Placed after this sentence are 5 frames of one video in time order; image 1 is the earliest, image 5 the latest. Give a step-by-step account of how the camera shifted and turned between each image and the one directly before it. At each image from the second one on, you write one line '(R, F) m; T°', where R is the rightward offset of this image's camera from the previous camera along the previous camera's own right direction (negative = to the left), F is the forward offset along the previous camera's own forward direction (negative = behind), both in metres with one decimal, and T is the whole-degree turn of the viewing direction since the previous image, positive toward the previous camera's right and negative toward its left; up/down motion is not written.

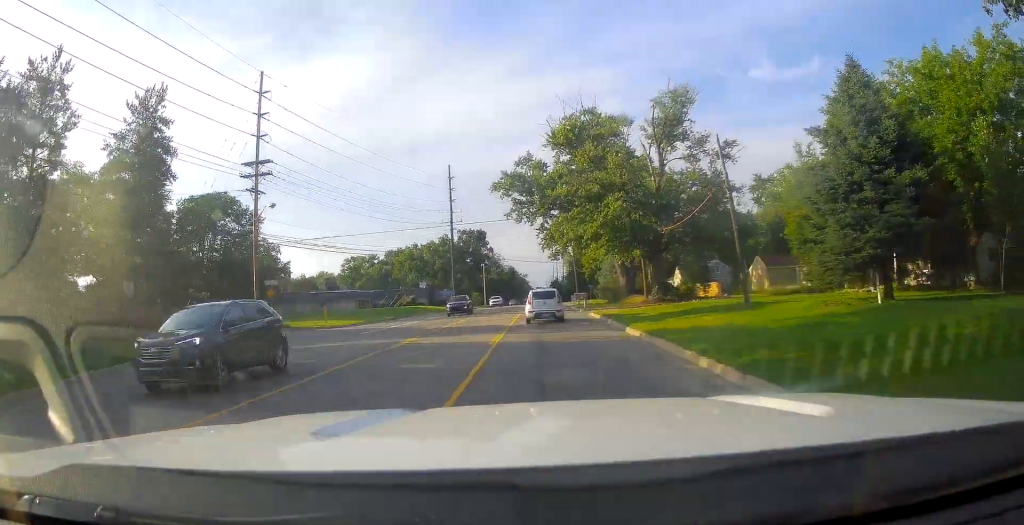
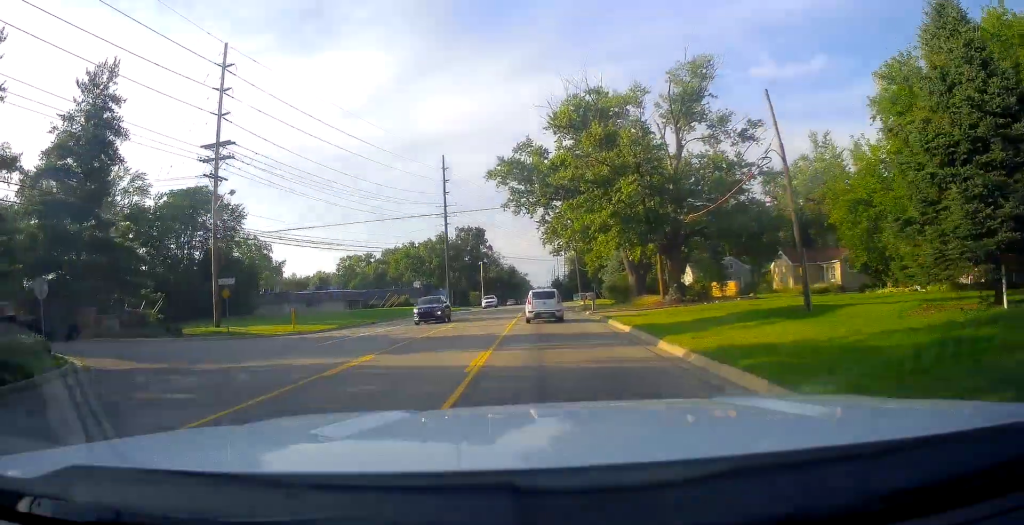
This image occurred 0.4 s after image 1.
(0.0, +6.0) m; 0°
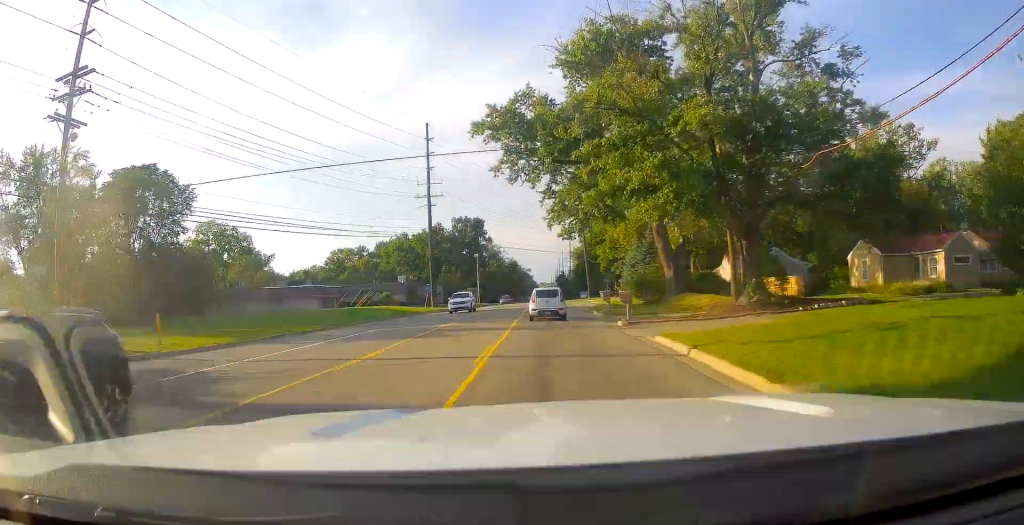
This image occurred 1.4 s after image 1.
(-0.3, +14.2) m; 0°
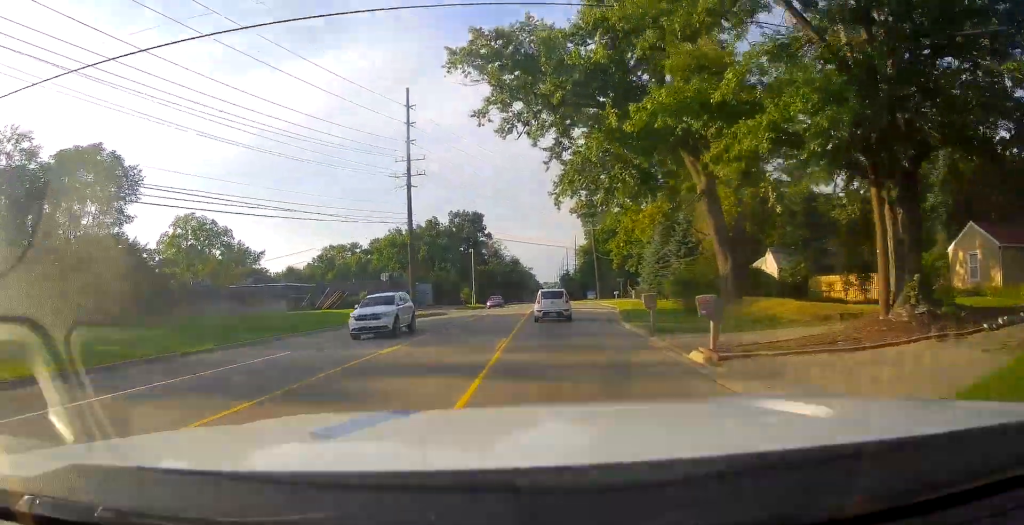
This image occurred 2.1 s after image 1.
(+0.3, +11.4) m; +1°
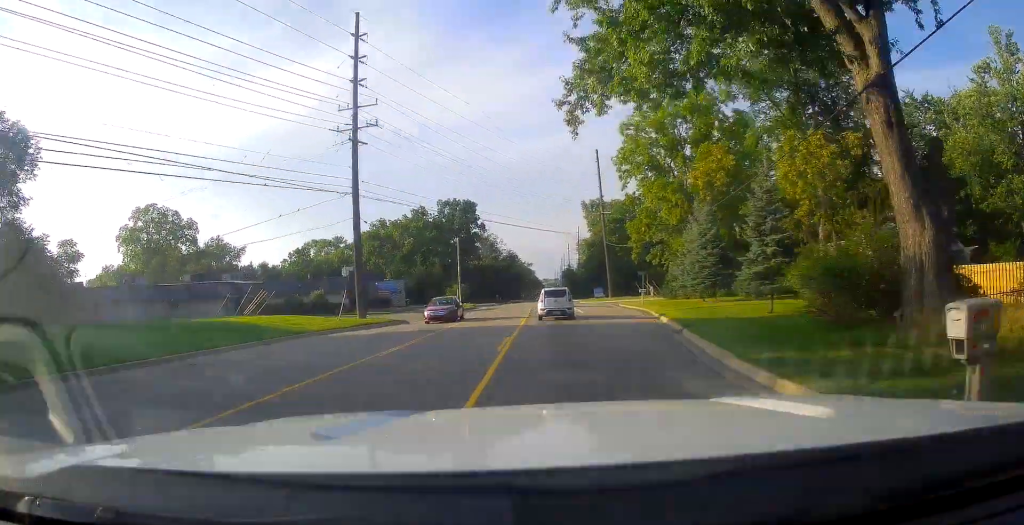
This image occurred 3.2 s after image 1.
(0.0, +15.4) m; -3°
